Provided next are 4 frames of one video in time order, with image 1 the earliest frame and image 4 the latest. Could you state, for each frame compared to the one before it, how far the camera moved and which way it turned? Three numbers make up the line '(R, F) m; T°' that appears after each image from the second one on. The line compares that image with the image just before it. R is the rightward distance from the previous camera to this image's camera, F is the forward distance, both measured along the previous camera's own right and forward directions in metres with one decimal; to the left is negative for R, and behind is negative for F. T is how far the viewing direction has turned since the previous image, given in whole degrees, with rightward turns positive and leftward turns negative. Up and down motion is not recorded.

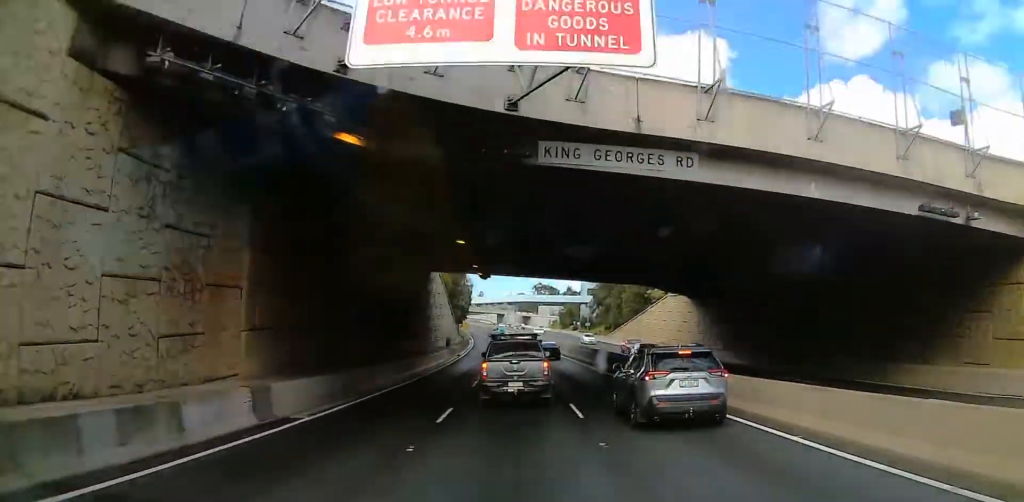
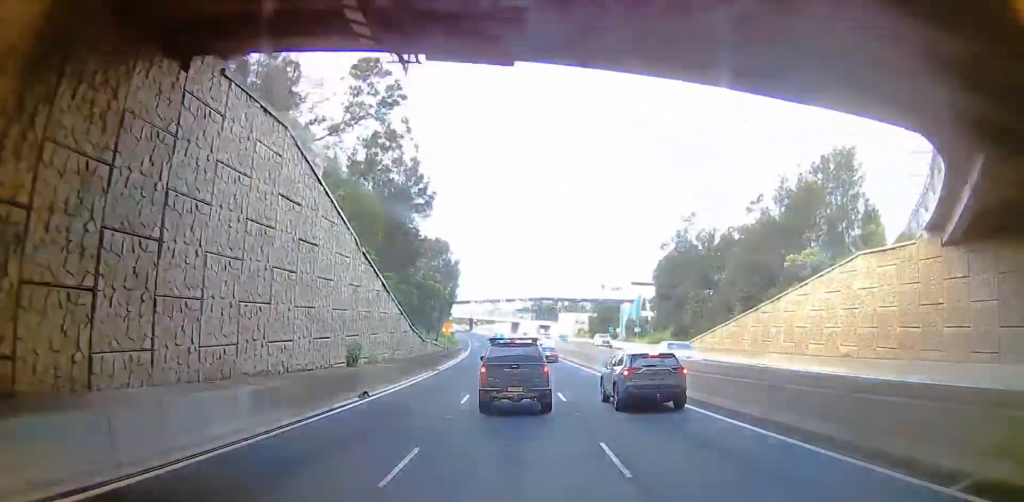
(-1.8, +47.3) m; -3°
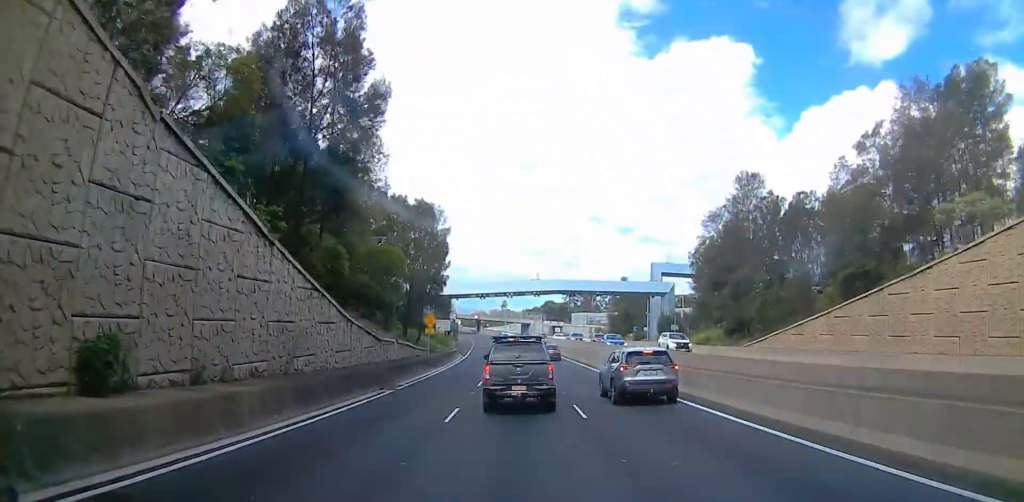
(0.0, +16.9) m; 0°
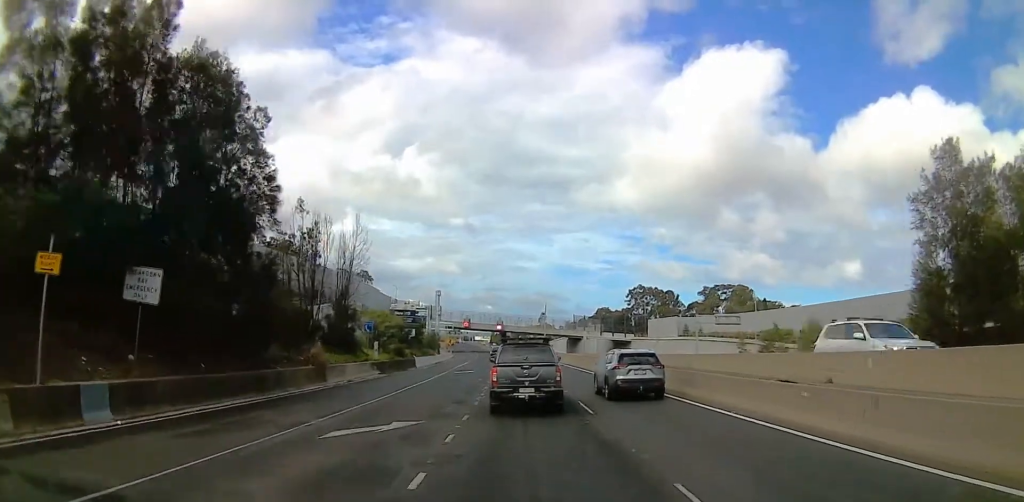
(-2.9, +88.1) m; -4°
